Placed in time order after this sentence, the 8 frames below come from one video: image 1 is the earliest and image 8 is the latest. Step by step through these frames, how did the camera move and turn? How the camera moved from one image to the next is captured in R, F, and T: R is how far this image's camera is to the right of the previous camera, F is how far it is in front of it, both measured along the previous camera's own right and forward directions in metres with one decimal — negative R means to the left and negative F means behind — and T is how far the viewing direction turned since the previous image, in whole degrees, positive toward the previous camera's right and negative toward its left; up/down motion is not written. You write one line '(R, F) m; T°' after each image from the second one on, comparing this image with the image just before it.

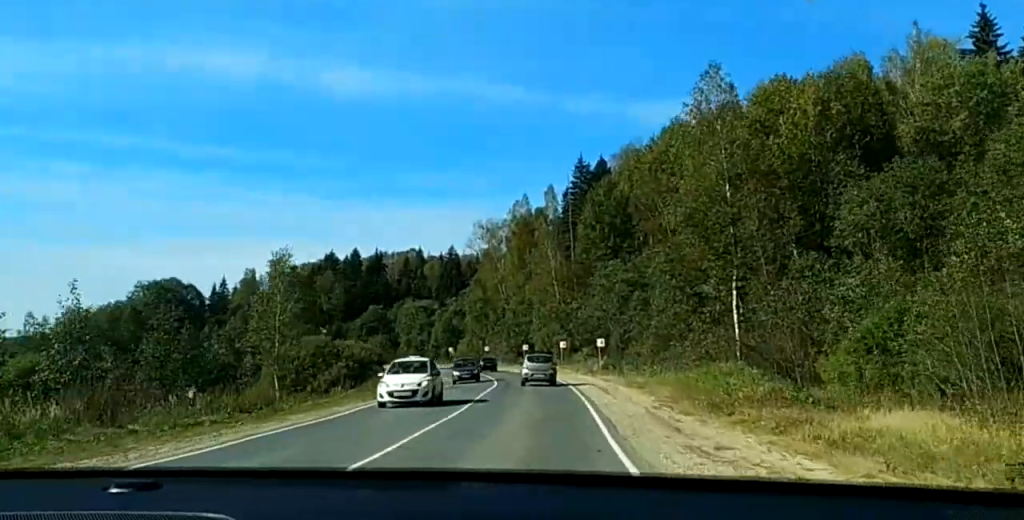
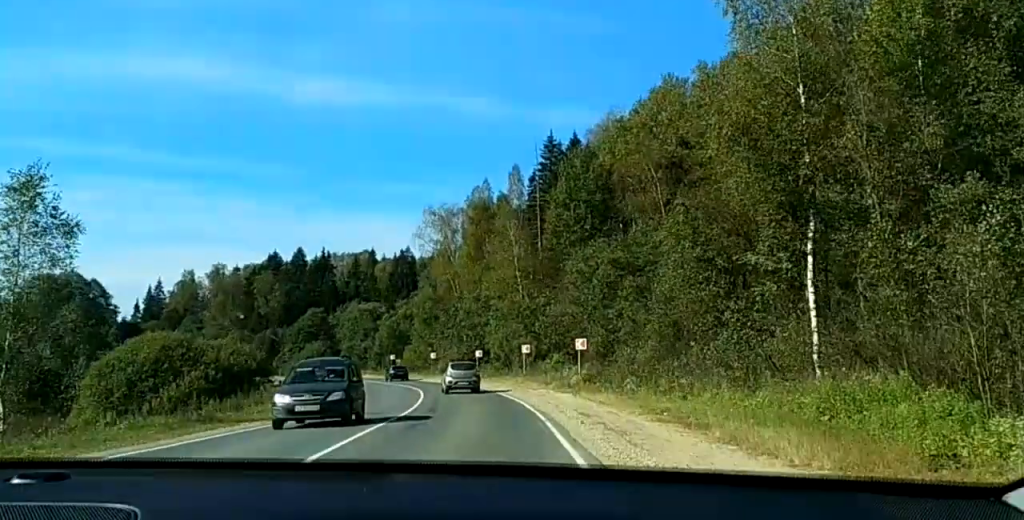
(-0.1, +21.2) m; -2°
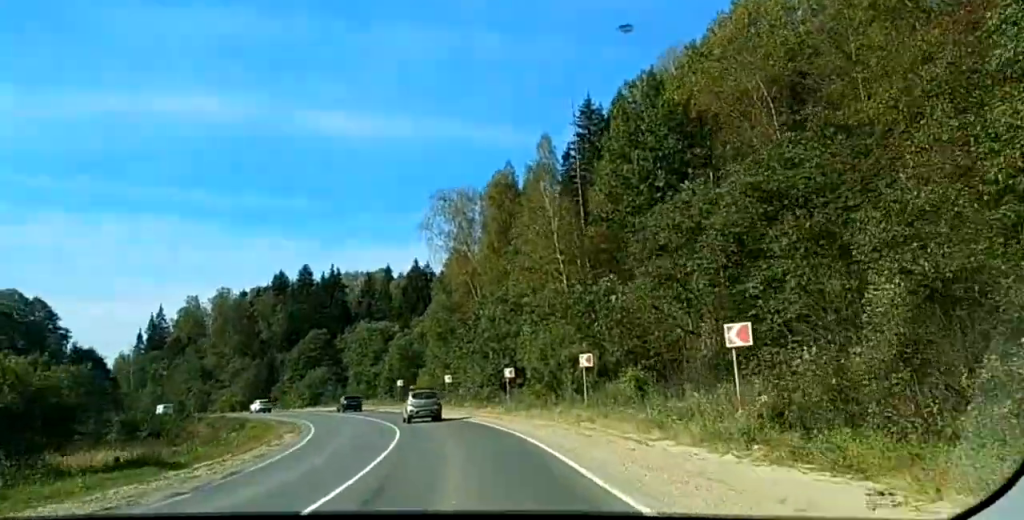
(-1.0, +26.5) m; -4°
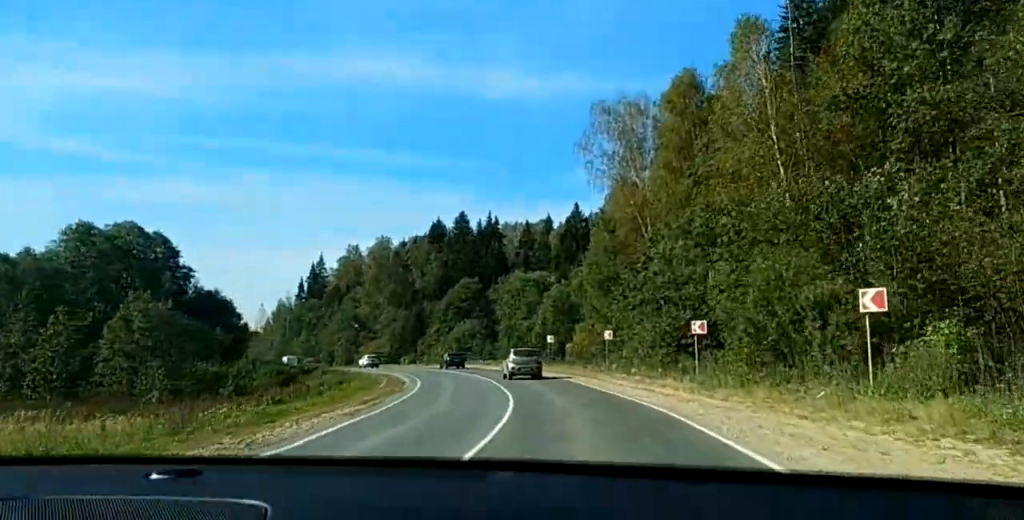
(-0.2, +19.0) m; -3°
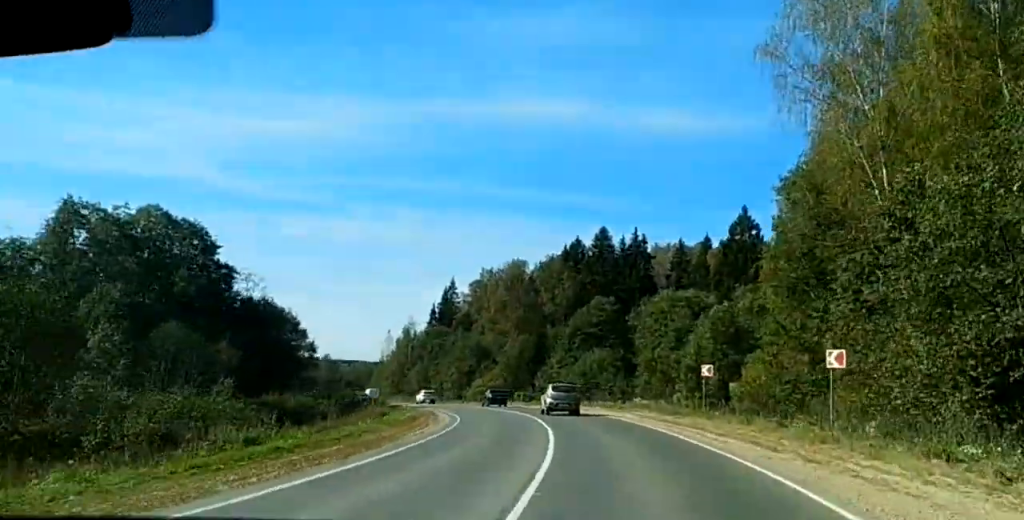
(-1.5, +29.2) m; -5°
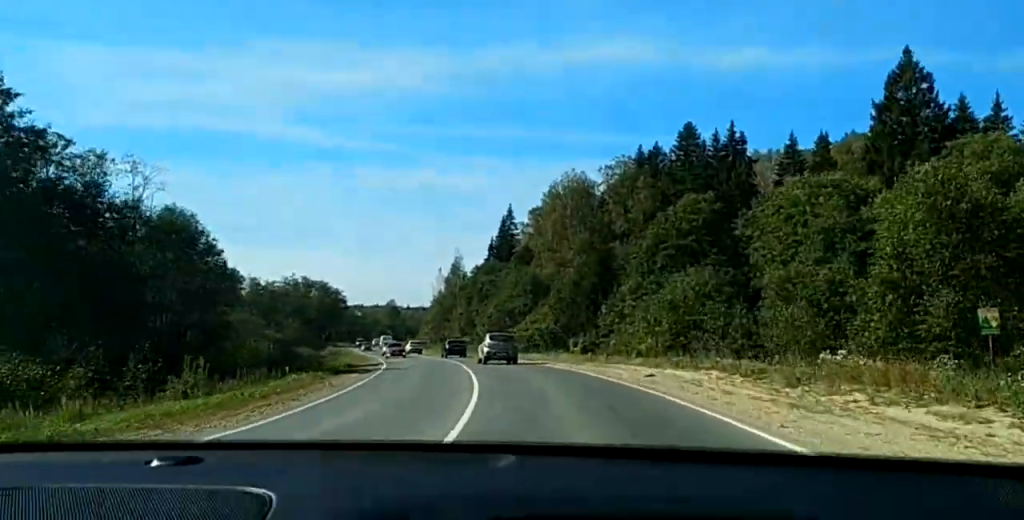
(-4.1, +37.9) m; -12°
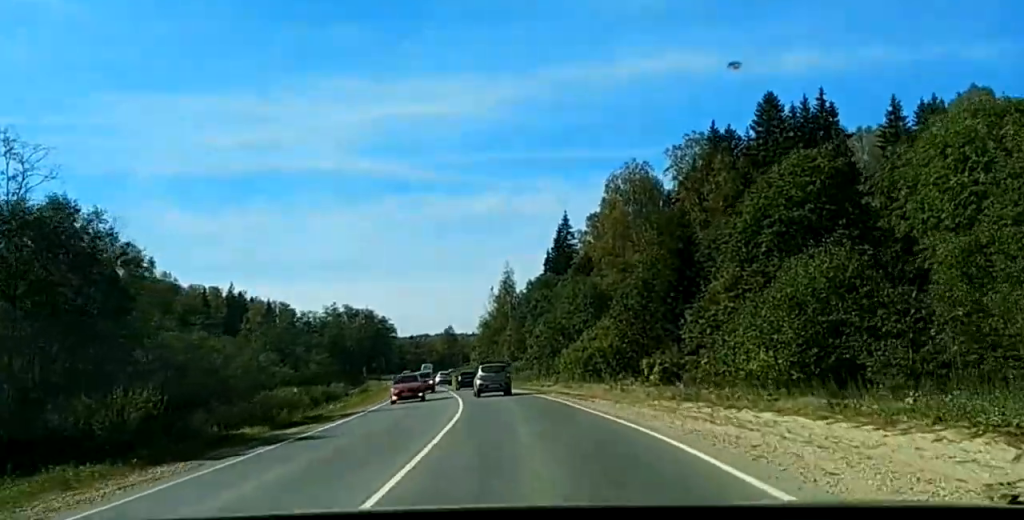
(-0.7, +20.1) m; -3°
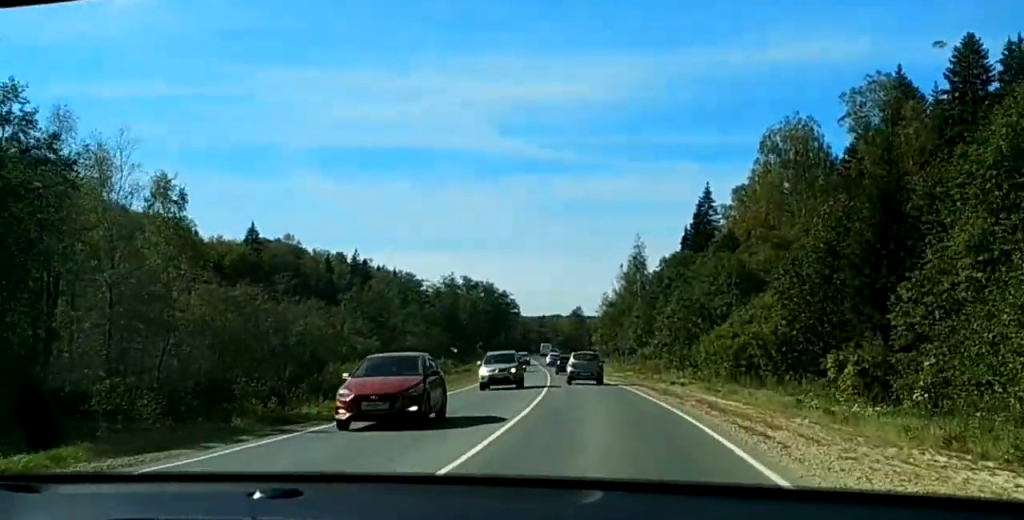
(-0.1, +17.4) m; -2°
